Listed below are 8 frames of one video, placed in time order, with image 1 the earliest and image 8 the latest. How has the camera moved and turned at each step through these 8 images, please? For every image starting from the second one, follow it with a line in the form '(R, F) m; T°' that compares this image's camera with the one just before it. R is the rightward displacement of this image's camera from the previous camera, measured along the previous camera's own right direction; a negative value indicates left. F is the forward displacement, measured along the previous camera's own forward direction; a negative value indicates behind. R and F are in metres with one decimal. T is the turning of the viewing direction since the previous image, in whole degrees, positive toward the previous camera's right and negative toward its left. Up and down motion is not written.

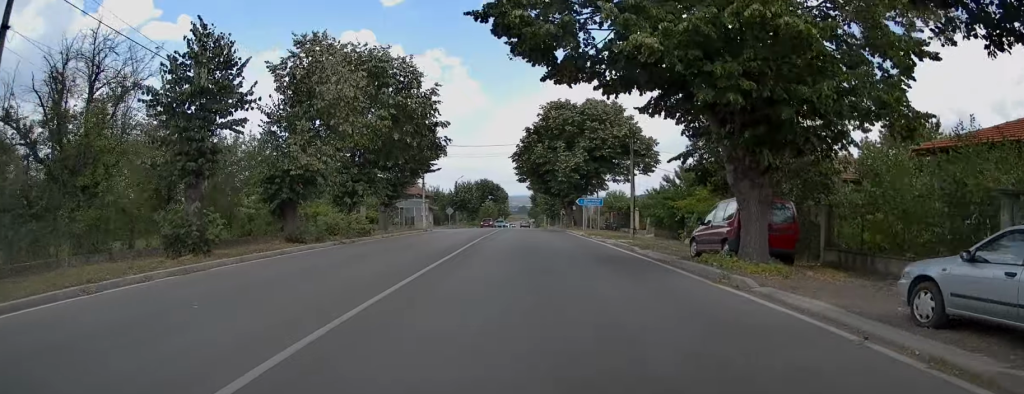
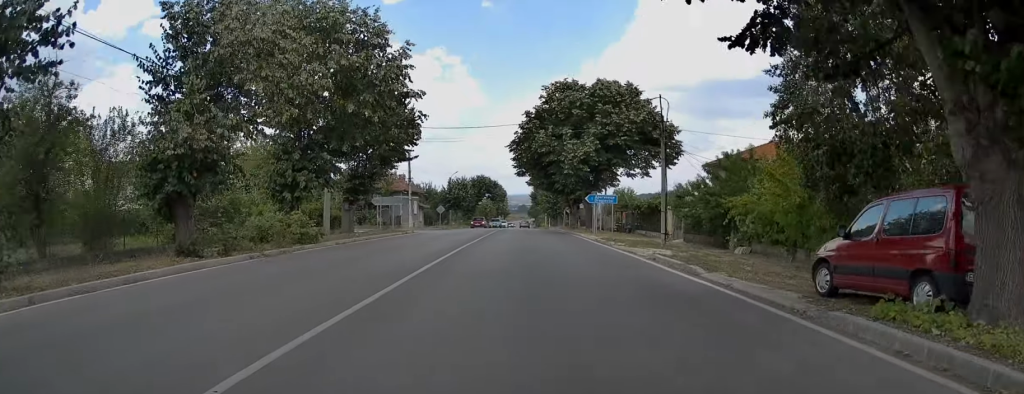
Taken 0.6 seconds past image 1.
(-0.1, +8.2) m; 0°
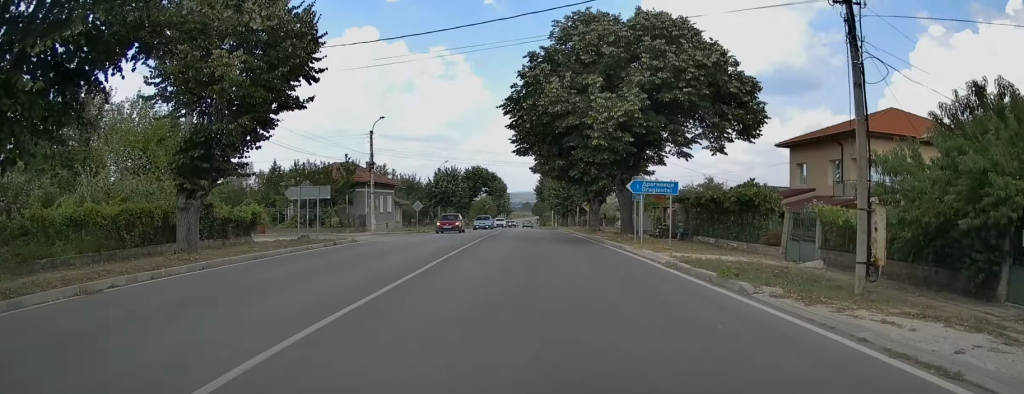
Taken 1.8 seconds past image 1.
(+0.1, +16.5) m; 0°
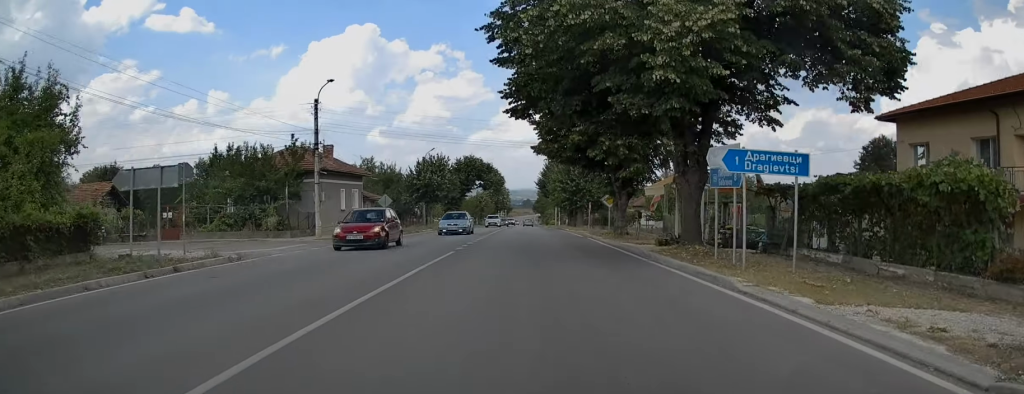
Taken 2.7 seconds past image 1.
(-0.2, +12.5) m; 0°
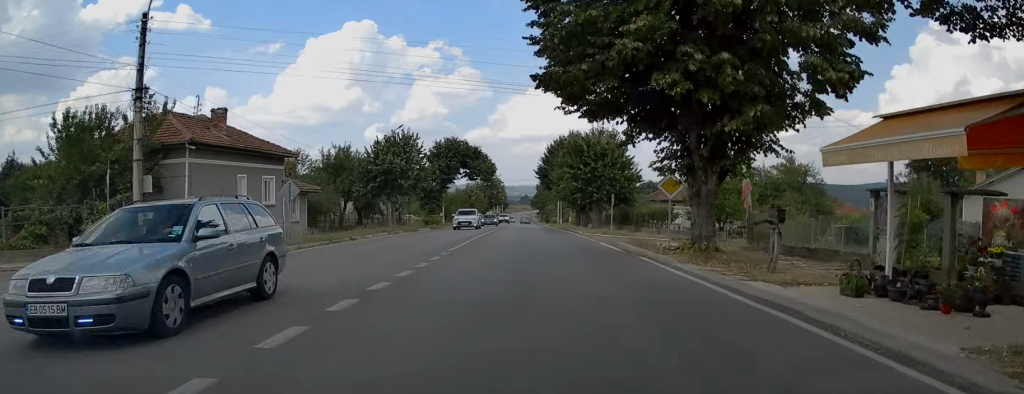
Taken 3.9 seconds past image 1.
(+0.1, +16.5) m; 0°
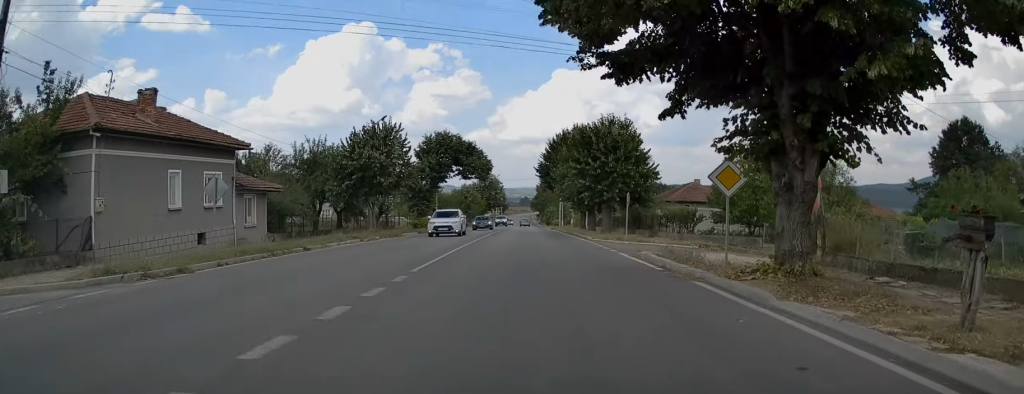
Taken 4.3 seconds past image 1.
(0.0, +6.2) m; 0°
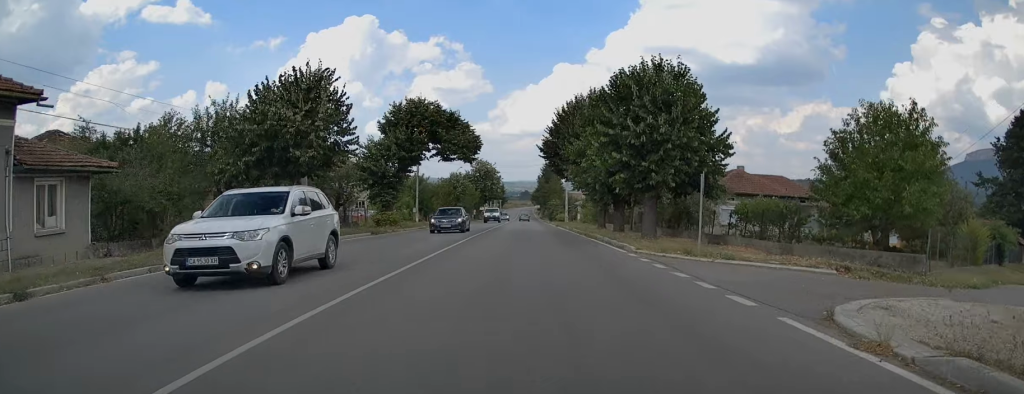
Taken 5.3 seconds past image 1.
(-0.1, +14.4) m; 0°
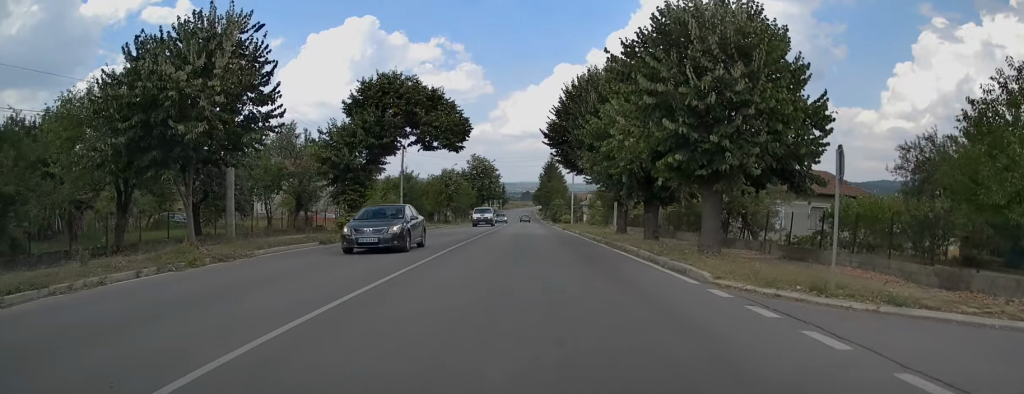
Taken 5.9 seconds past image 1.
(-0.1, +8.7) m; 0°
